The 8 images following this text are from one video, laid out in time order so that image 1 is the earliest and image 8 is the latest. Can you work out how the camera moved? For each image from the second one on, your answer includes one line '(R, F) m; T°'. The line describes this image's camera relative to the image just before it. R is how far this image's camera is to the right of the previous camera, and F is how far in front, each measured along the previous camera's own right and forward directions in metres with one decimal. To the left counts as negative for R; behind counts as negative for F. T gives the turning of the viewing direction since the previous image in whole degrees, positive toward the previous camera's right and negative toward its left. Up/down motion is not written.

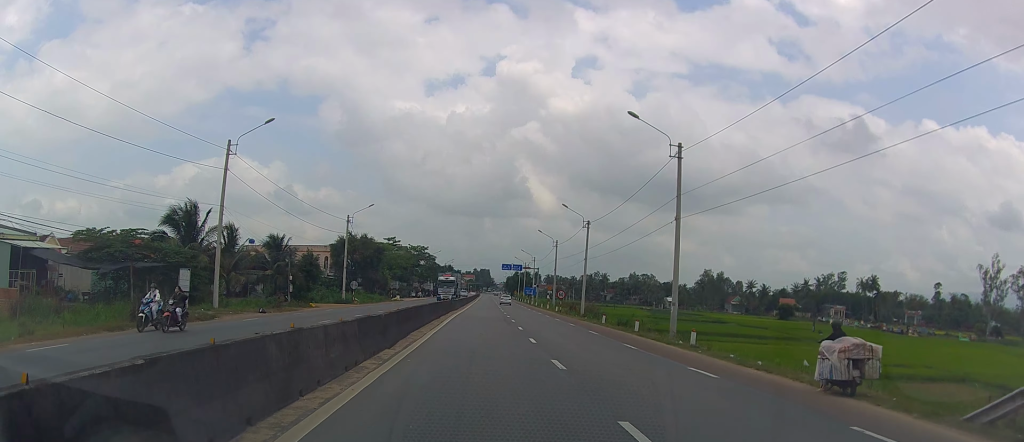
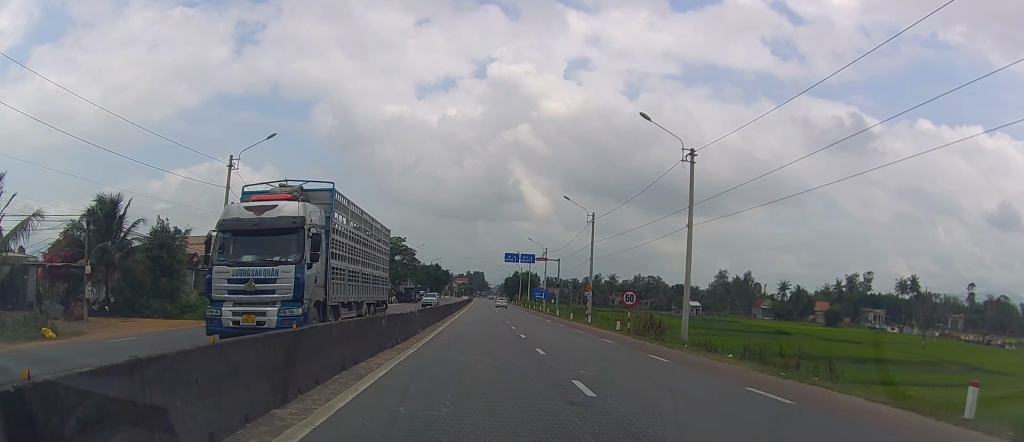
(+0.3, +36.4) m; +1°
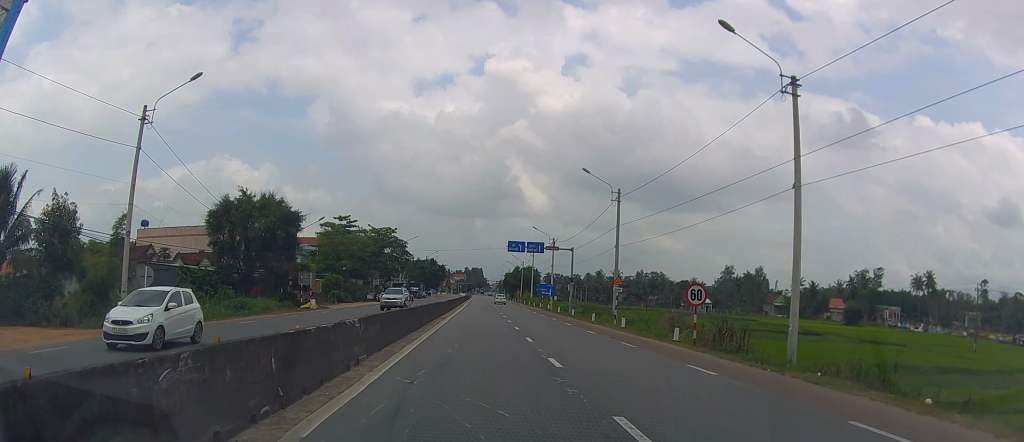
(-0.1, +12.3) m; -2°
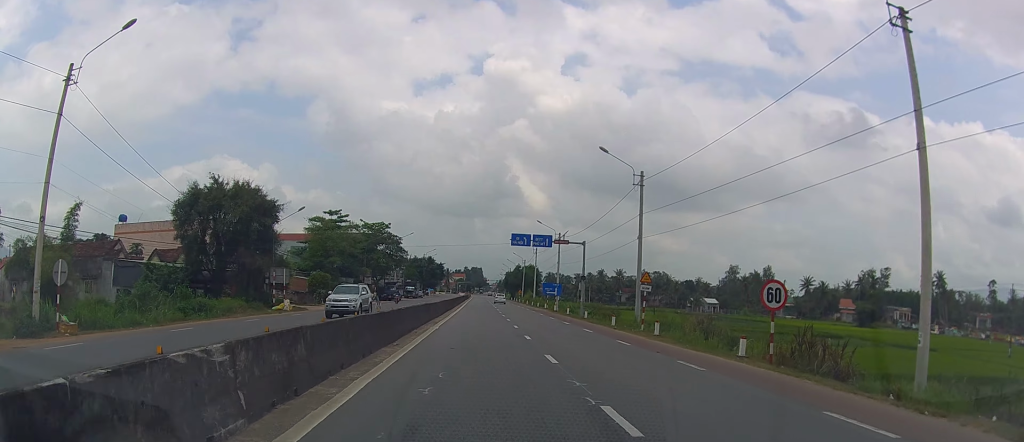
(-0.5, +7.3) m; 0°
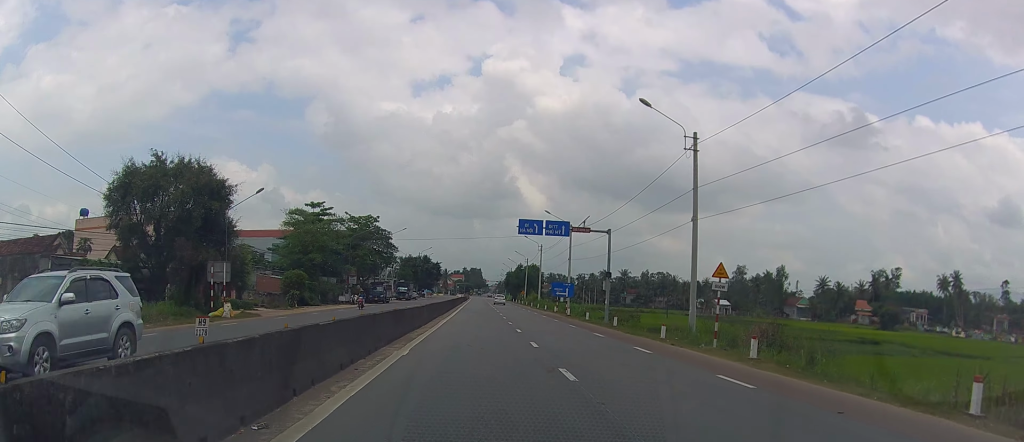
(+0.2, +11.2) m; +2°
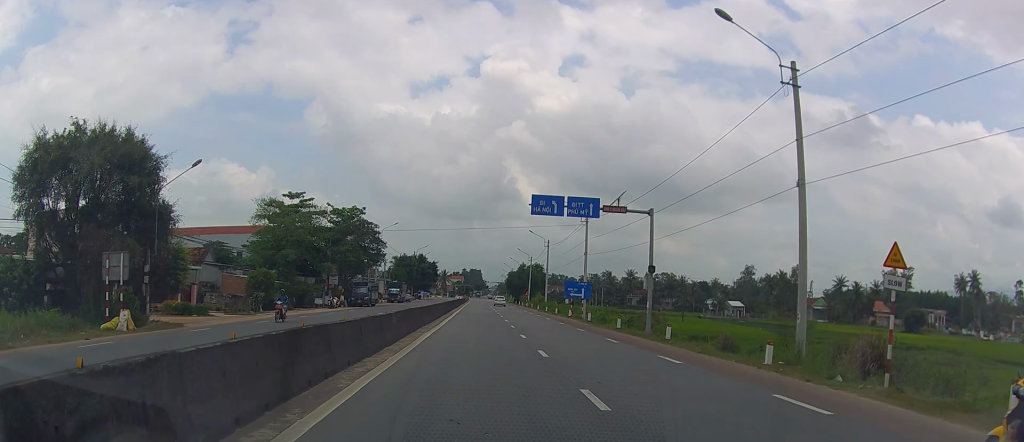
(+0.4, +11.2) m; +2°
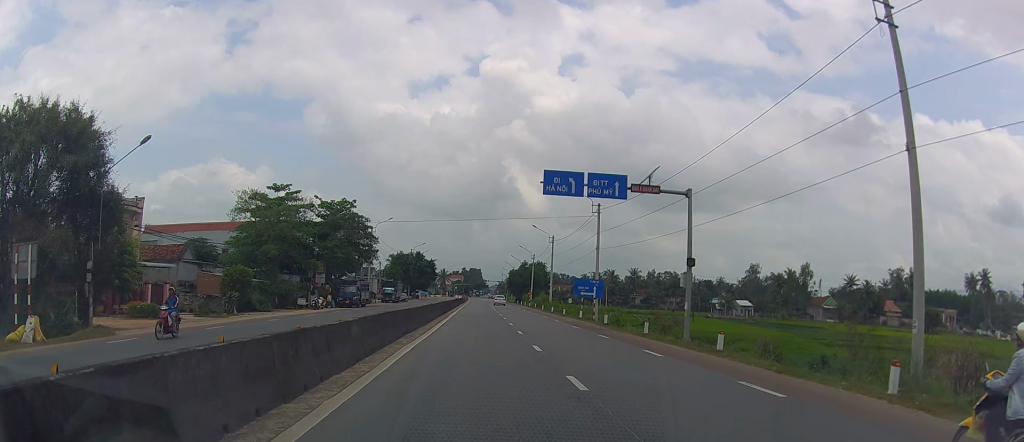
(+0.1, +6.3) m; -1°
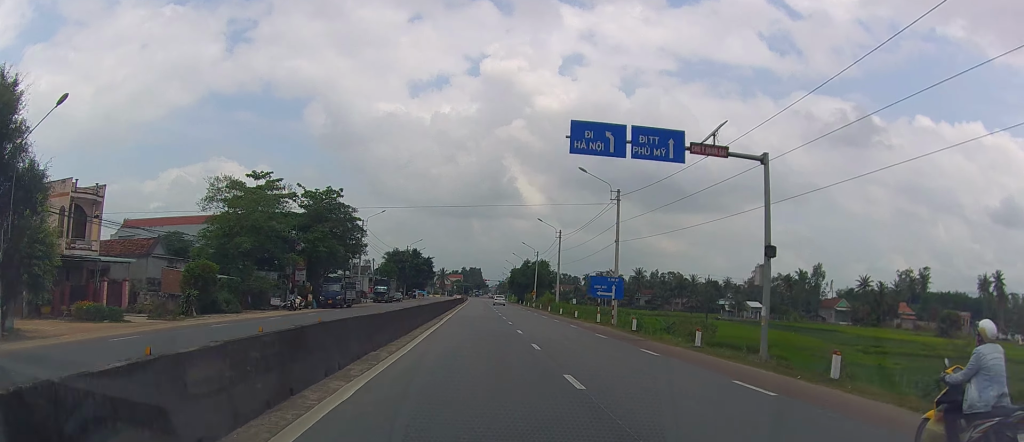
(0.0, +7.7) m; -1°
